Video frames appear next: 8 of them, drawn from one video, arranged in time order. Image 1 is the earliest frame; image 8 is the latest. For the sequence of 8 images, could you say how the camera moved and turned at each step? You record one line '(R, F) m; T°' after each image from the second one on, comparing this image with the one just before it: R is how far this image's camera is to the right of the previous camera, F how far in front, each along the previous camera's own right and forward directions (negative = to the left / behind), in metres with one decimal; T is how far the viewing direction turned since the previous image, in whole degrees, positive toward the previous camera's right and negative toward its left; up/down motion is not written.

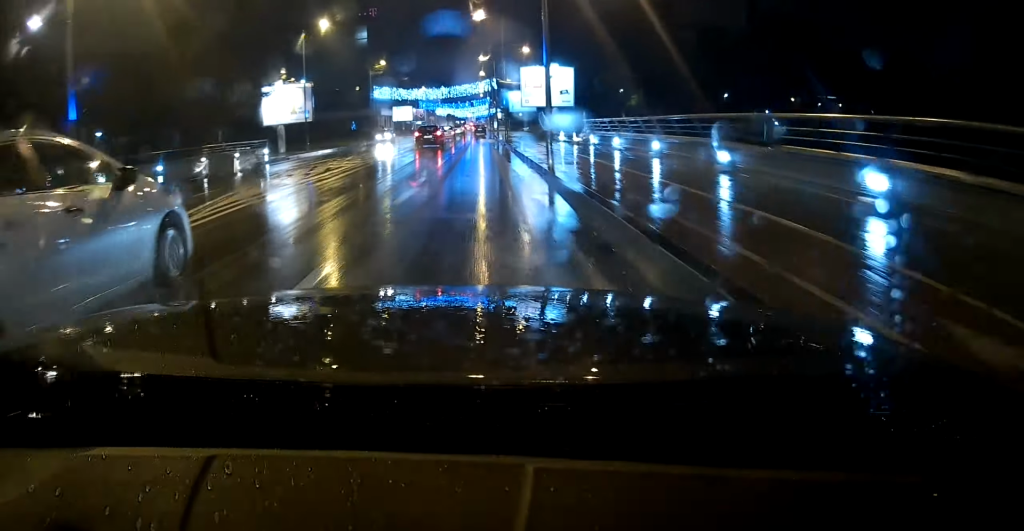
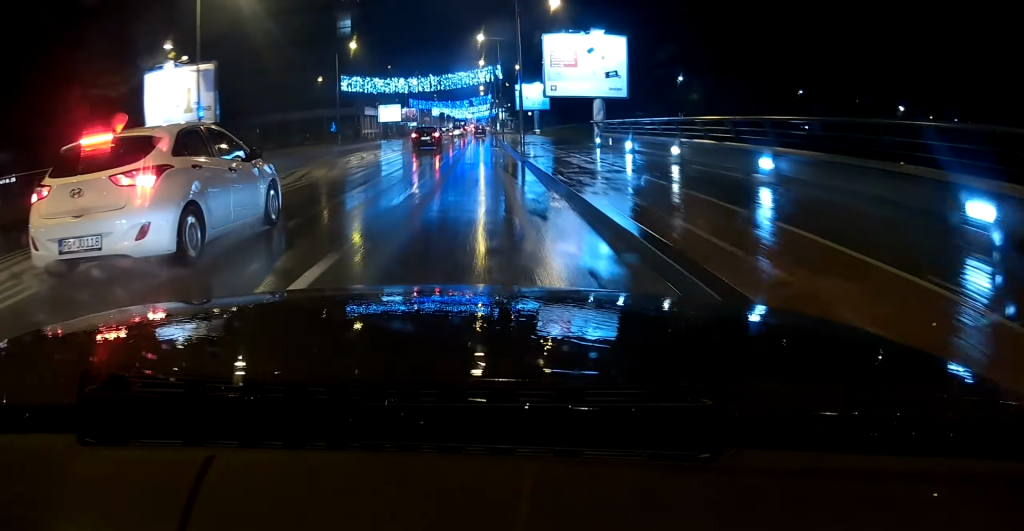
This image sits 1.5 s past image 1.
(-0.2, +19.9) m; 0°
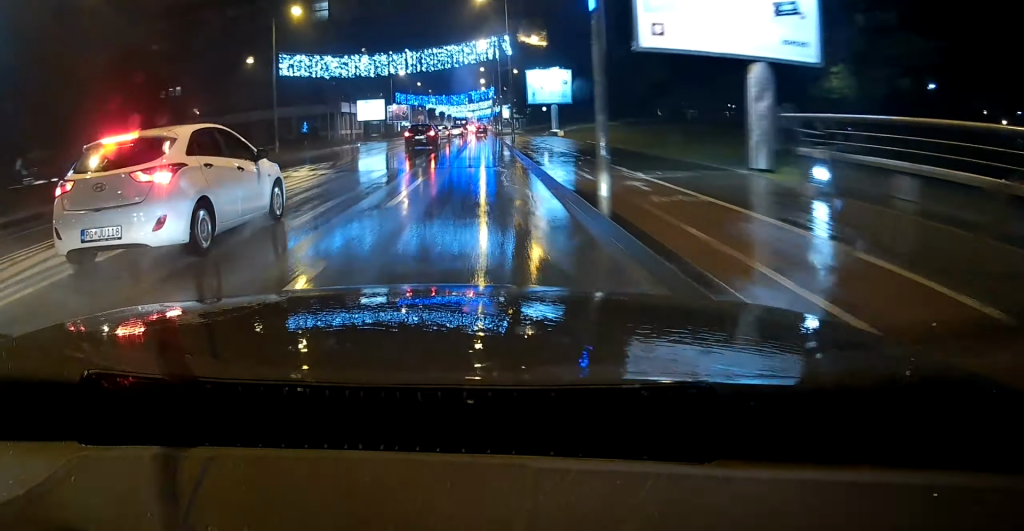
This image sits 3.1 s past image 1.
(-0.1, +19.8) m; 0°
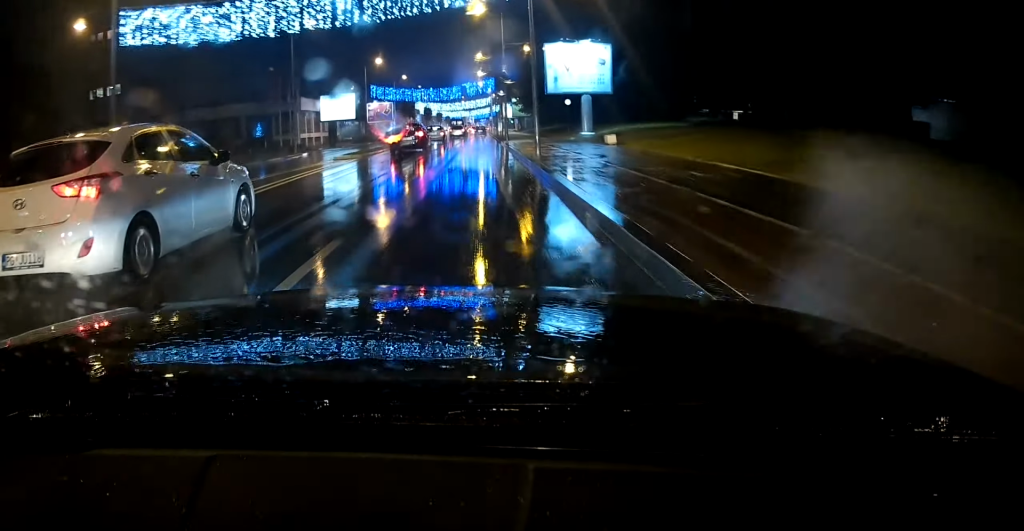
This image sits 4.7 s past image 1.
(+0.2, +20.4) m; 0°
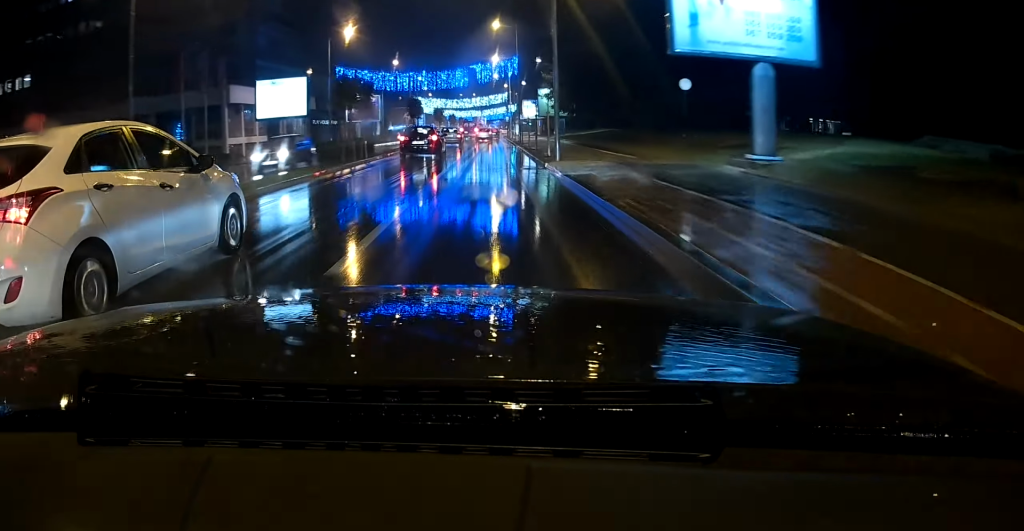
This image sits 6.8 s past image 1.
(-0.1, +26.1) m; 0°
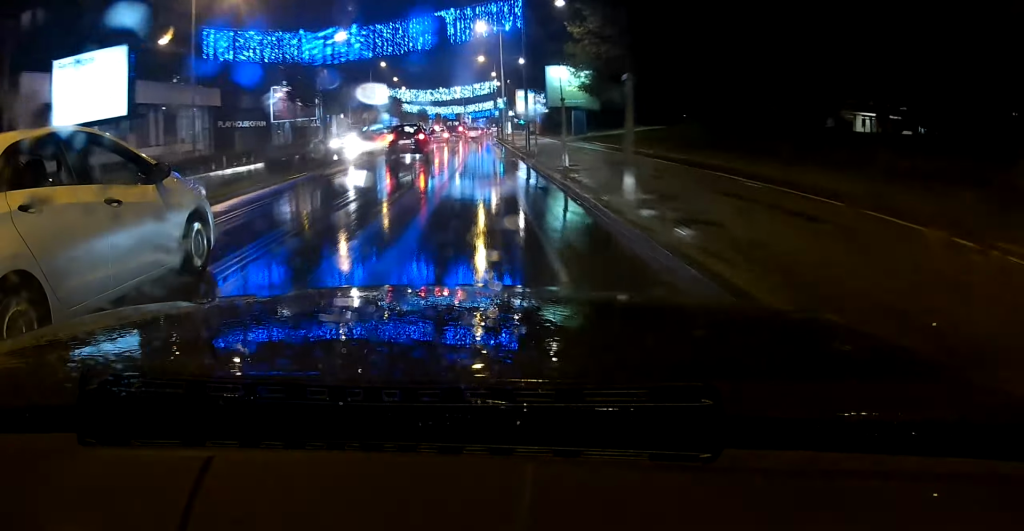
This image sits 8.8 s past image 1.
(+0.2, +25.0) m; +1°
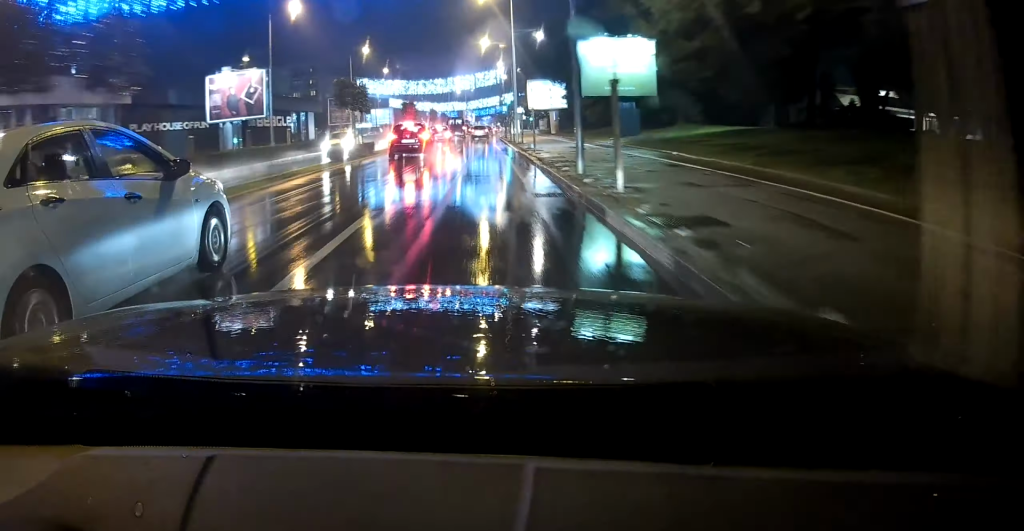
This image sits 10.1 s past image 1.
(0.0, +15.0) m; 0°
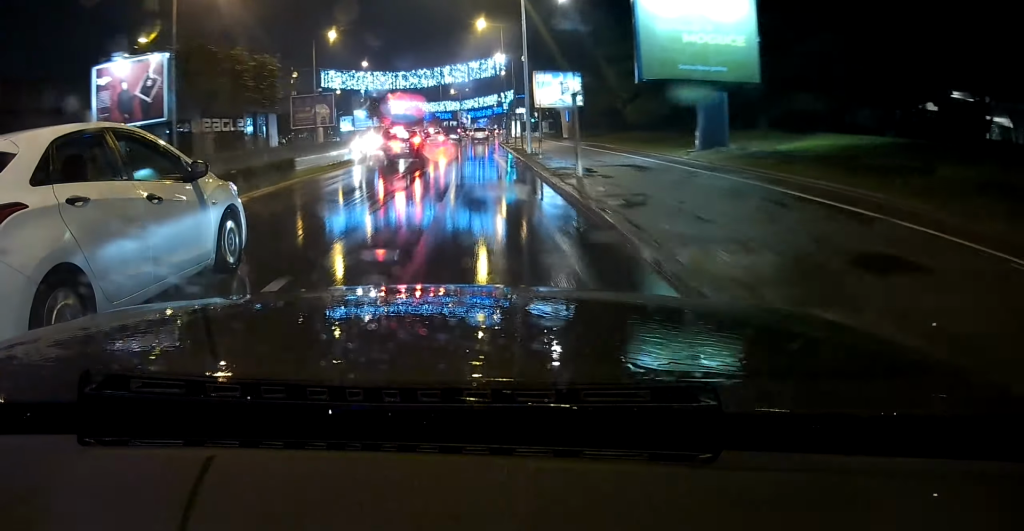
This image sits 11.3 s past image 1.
(0.0, +13.6) m; 0°
